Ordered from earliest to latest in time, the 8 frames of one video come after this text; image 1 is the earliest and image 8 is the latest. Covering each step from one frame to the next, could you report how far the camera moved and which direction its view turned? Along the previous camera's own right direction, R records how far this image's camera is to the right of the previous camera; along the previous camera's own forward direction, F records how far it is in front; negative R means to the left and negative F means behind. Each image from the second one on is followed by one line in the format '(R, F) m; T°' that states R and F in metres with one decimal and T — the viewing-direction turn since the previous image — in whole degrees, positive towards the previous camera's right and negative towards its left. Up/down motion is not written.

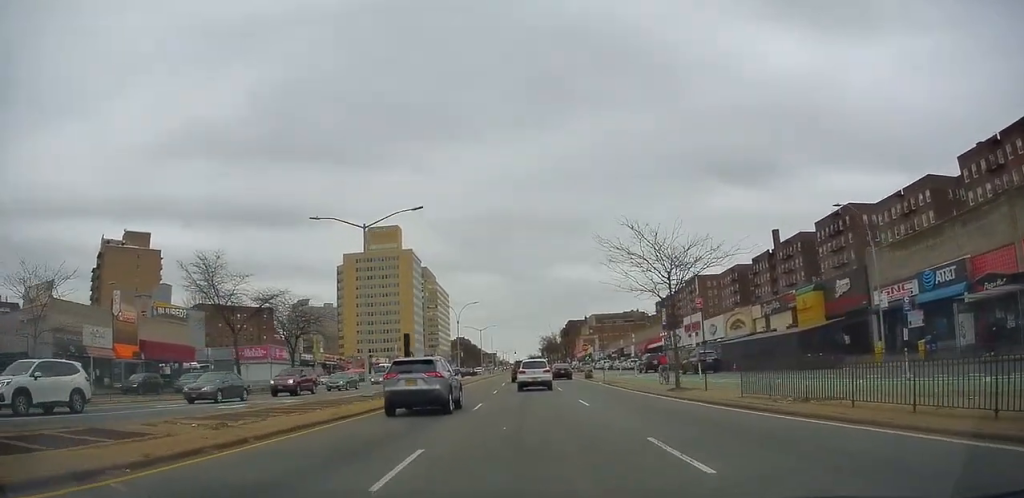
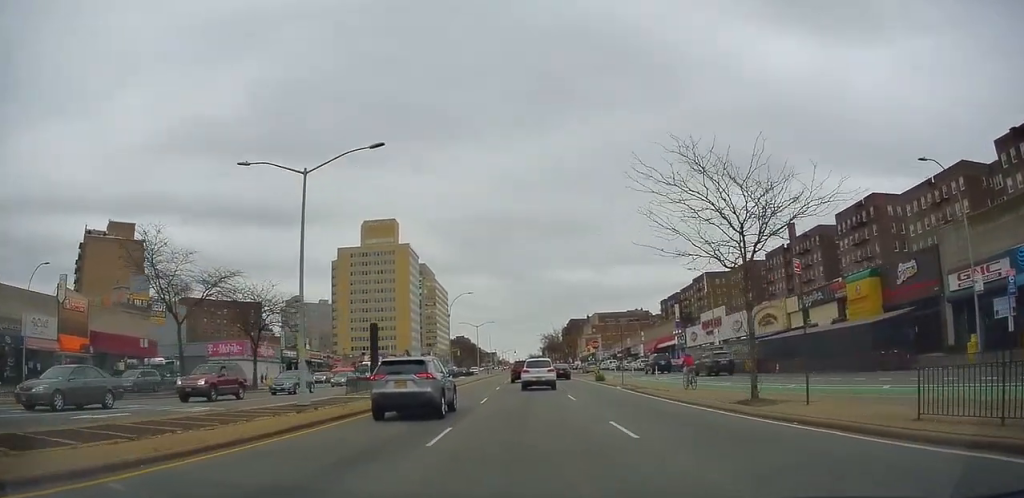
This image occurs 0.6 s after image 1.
(0.0, +8.6) m; +2°
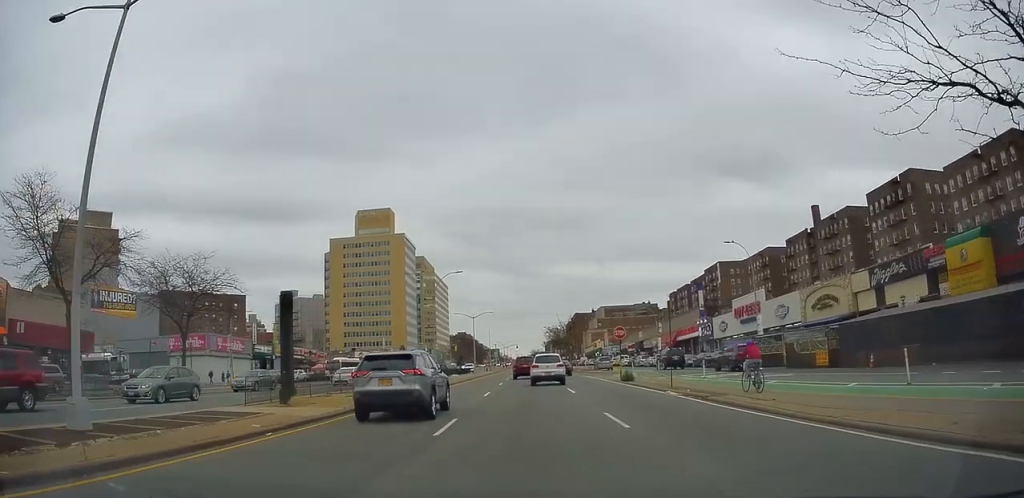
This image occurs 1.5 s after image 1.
(+0.4, +11.6) m; 0°
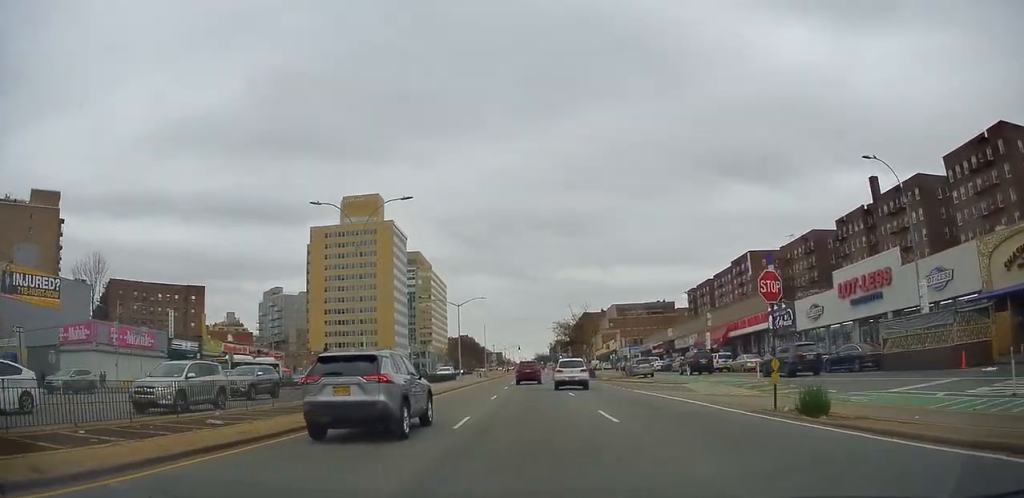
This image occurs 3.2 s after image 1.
(-0.8, +22.8) m; -1°
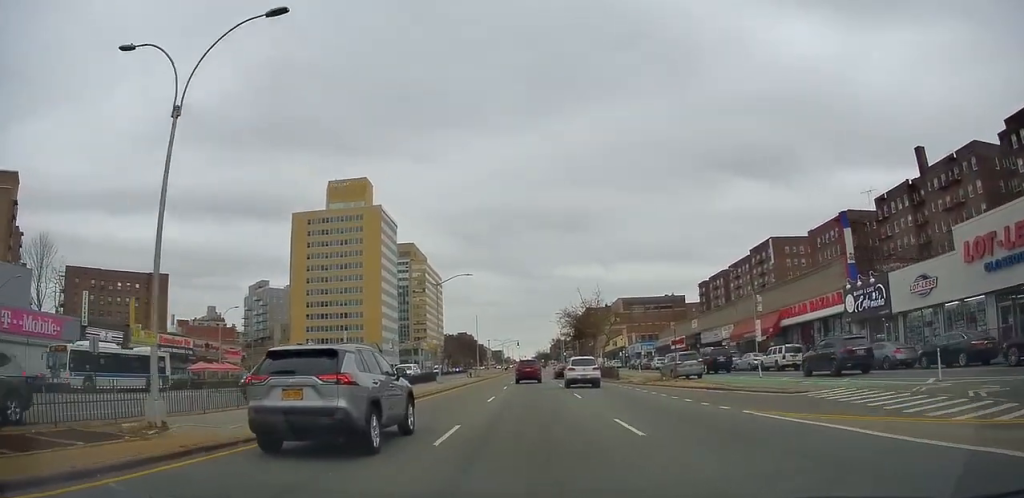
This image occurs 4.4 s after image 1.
(+0.4, +14.9) m; -1°
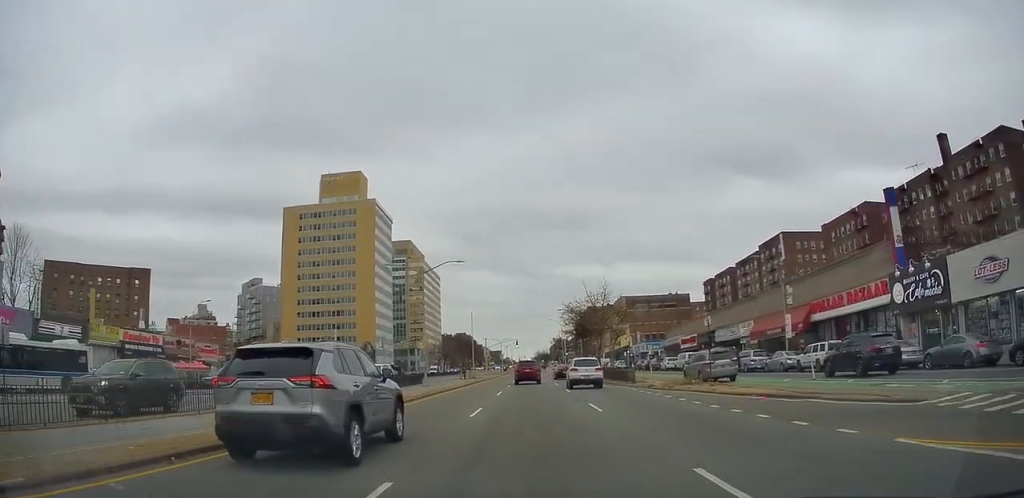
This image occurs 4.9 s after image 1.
(-0.2, +6.3) m; 0°
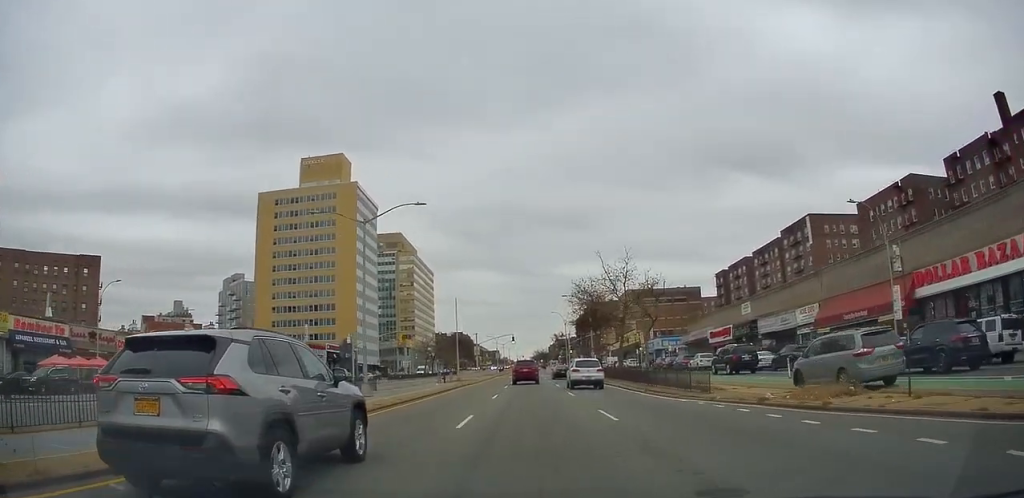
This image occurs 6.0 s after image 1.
(-0.3, +14.9) m; +1°
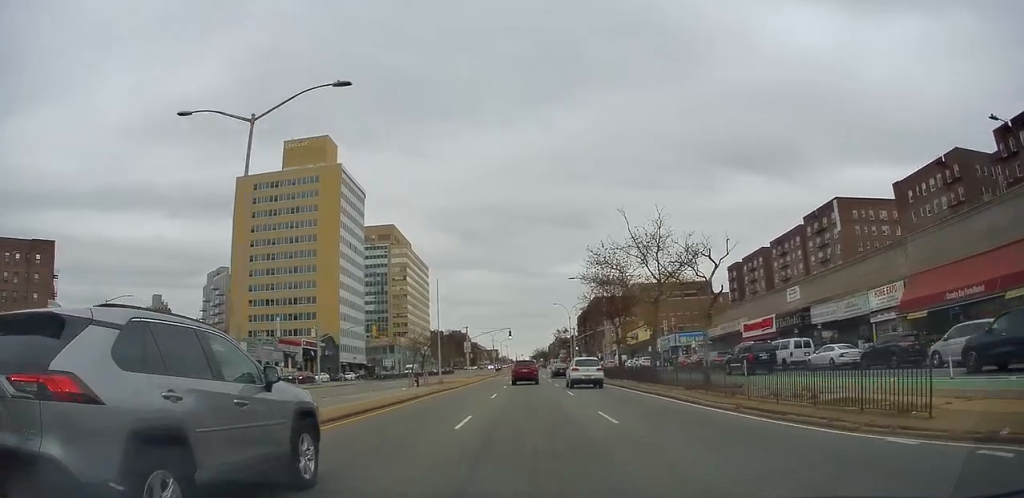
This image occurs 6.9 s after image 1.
(+0.4, +12.2) m; 0°
